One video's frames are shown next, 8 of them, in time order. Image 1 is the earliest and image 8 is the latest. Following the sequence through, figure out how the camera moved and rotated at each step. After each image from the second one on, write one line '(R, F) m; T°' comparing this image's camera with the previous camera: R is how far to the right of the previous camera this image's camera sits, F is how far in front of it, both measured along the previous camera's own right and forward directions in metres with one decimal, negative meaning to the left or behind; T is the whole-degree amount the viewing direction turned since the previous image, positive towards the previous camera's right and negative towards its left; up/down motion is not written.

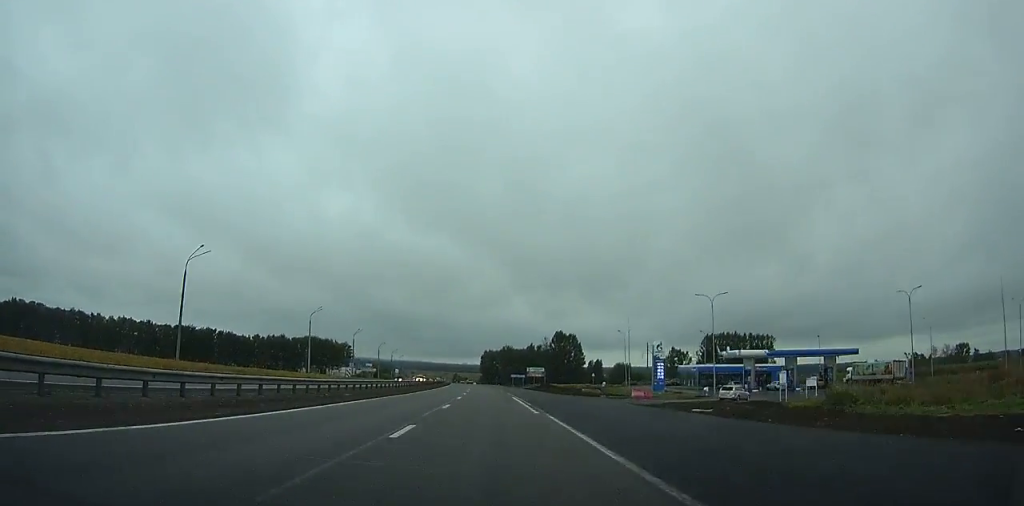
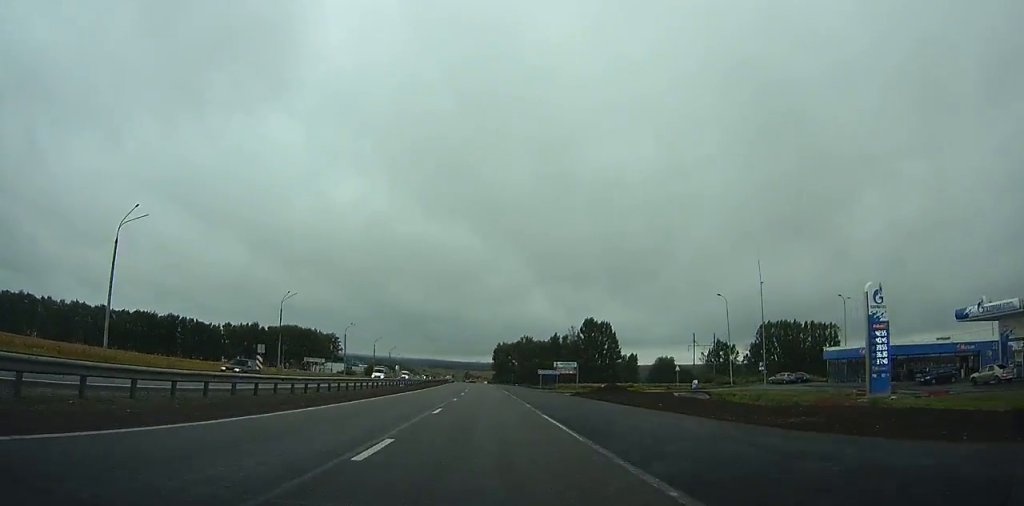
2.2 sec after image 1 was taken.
(-0.5, +50.8) m; -1°
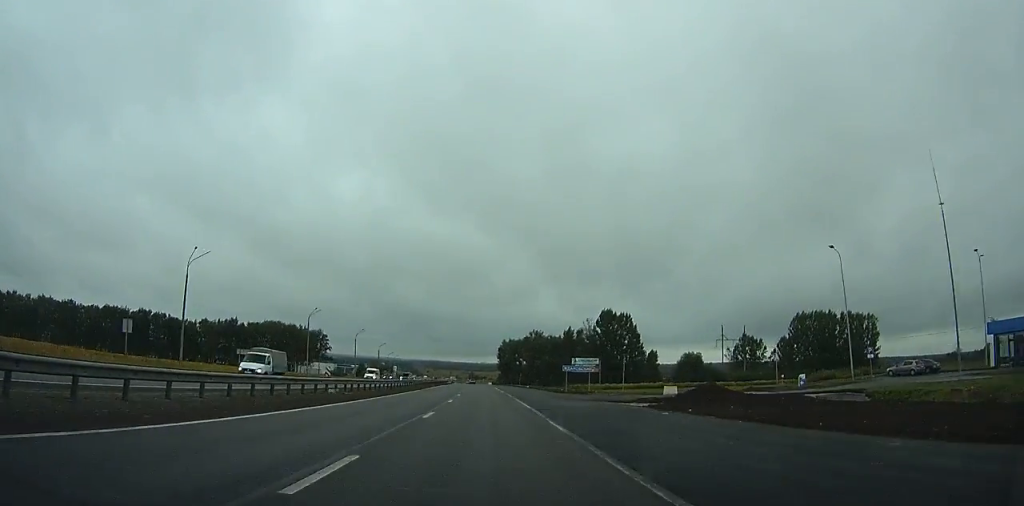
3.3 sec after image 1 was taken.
(-0.1, +26.3) m; -1°
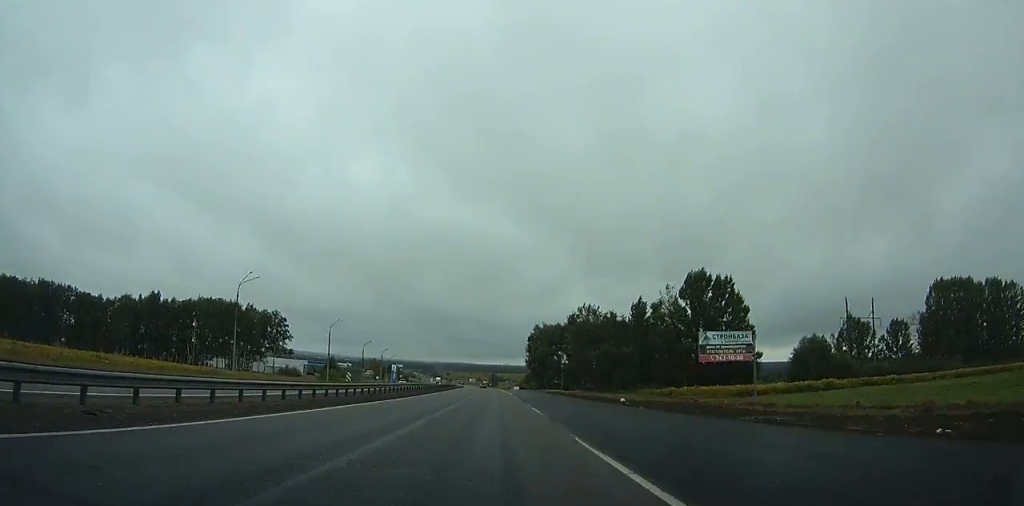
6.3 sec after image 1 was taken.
(-1.1, +70.1) m; -2°
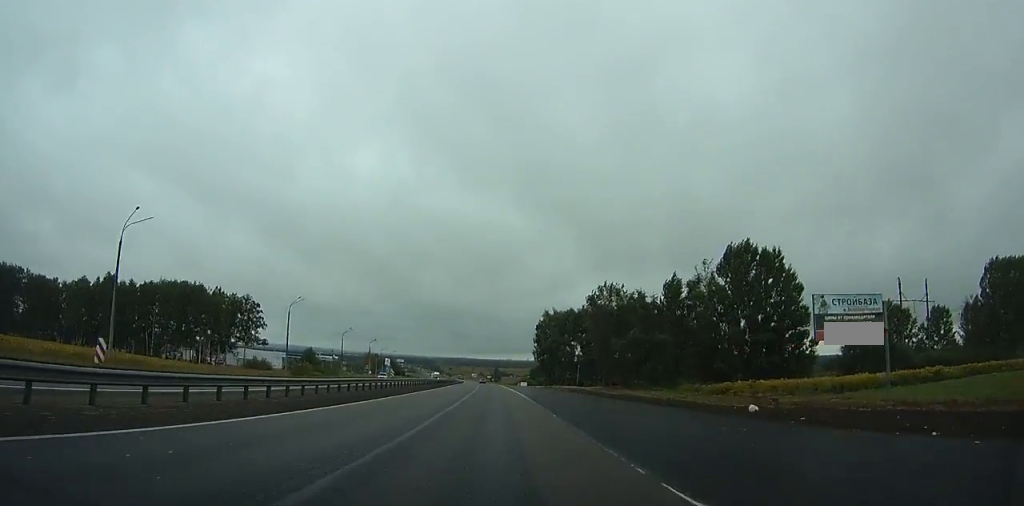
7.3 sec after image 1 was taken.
(0.0, +21.9) m; -1°
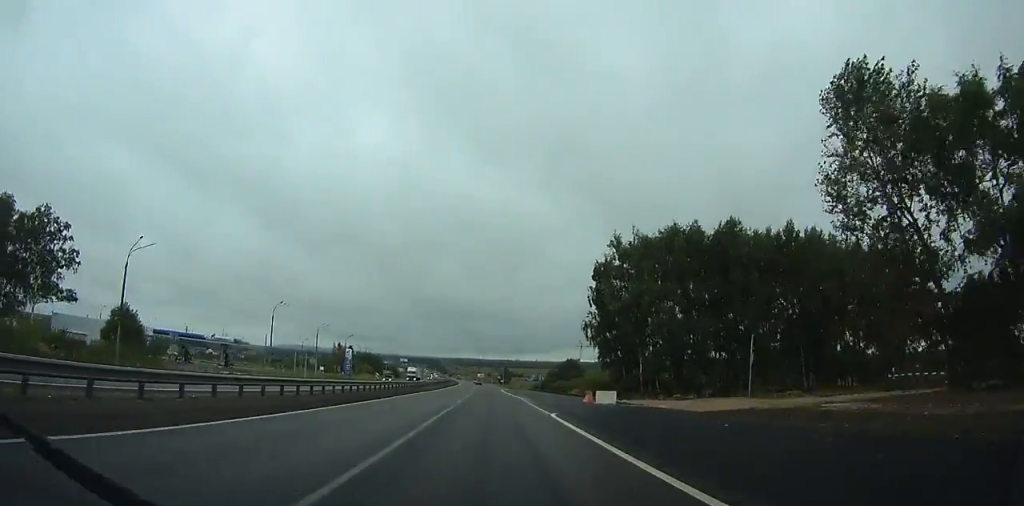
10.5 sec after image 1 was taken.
(-1.1, +75.4) m; -1°
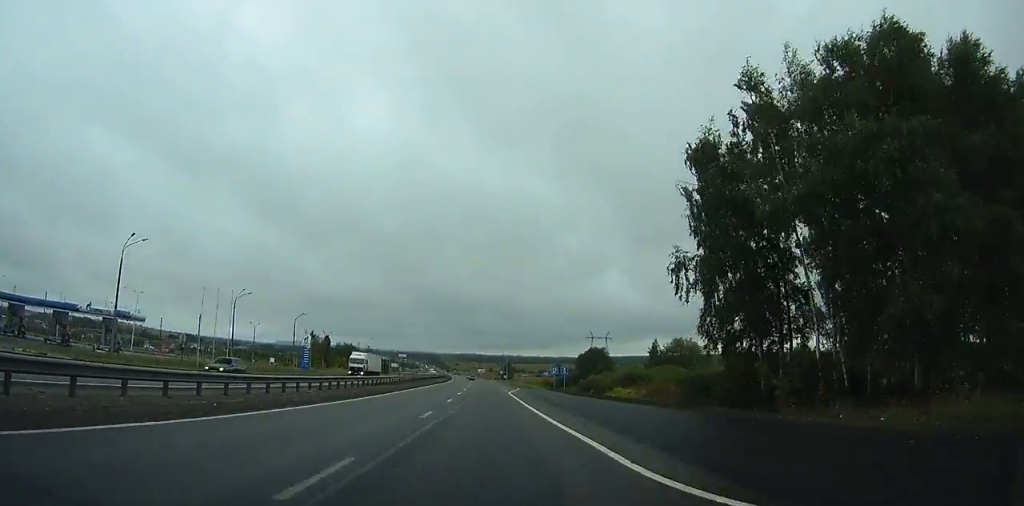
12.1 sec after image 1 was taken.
(-0.1, +37.8) m; 0°
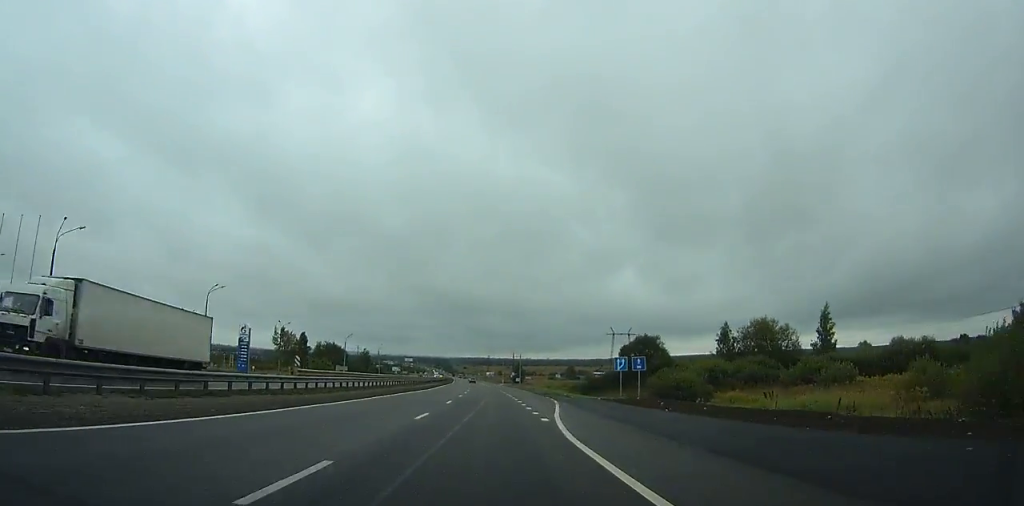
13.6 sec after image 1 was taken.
(-0.2, +36.2) m; 0°
